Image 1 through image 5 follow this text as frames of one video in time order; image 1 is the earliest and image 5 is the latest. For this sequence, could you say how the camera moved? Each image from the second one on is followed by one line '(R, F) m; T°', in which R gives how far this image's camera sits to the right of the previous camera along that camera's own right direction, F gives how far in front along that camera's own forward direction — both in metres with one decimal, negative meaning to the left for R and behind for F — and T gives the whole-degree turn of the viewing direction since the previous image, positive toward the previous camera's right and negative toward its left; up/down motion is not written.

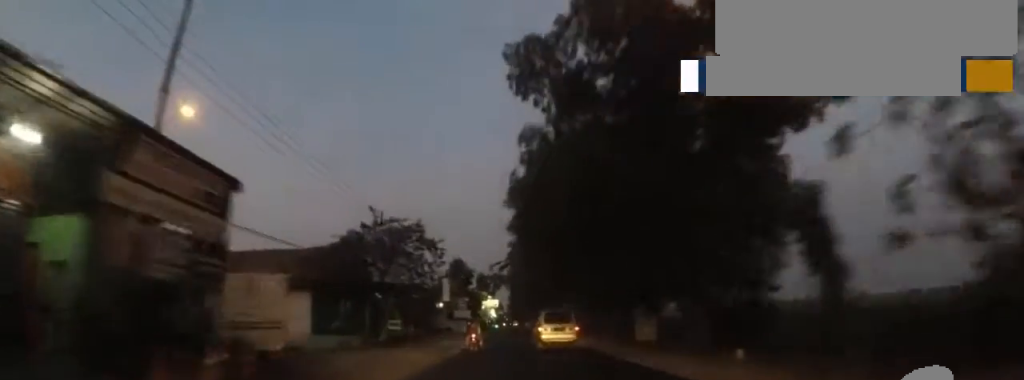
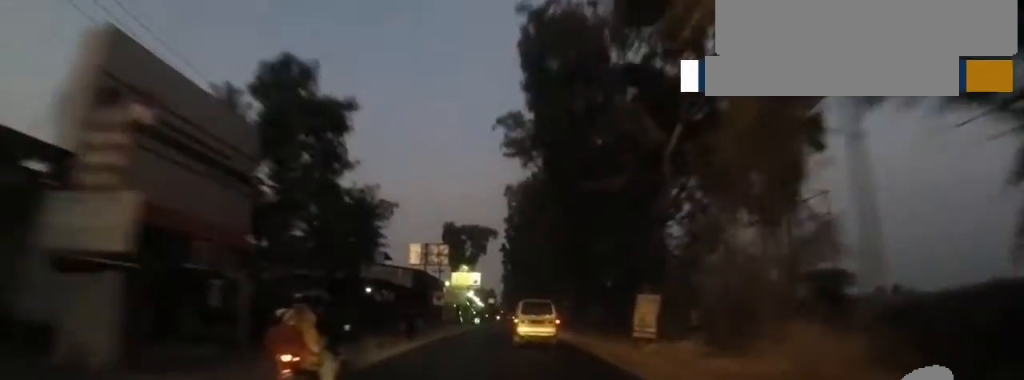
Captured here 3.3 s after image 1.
(-0.5, +52.1) m; 0°
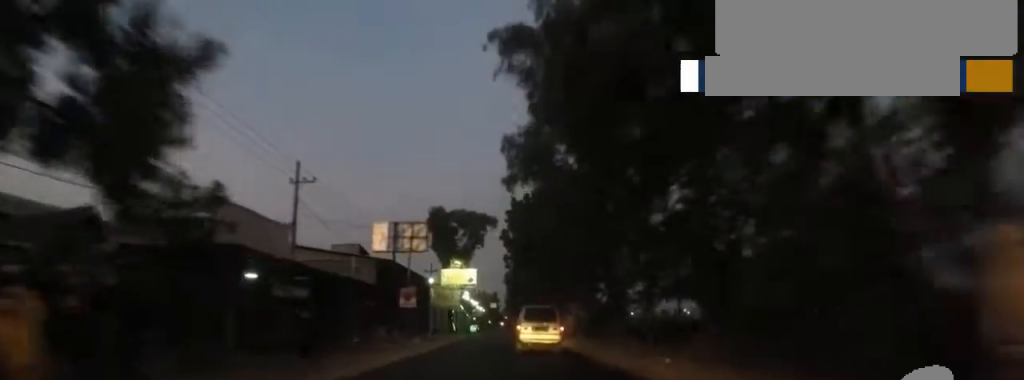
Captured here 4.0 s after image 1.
(0.0, +11.8) m; 0°
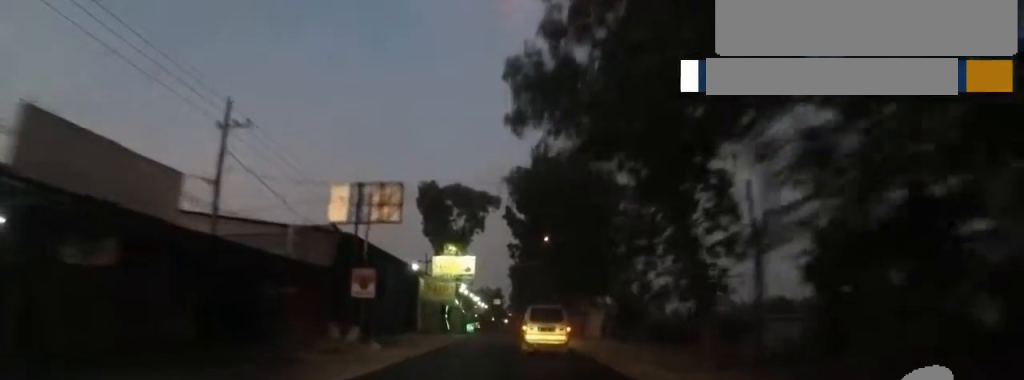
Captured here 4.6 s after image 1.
(0.0, +8.2) m; 0°
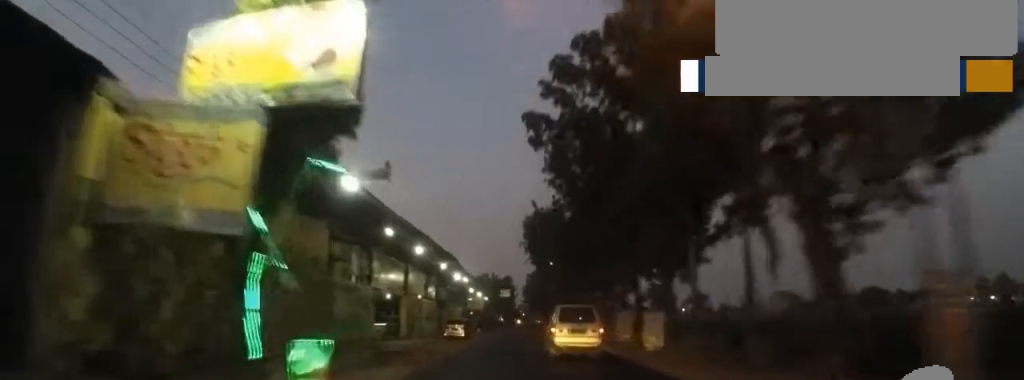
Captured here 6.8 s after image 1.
(0.0, +36.3) m; 0°
